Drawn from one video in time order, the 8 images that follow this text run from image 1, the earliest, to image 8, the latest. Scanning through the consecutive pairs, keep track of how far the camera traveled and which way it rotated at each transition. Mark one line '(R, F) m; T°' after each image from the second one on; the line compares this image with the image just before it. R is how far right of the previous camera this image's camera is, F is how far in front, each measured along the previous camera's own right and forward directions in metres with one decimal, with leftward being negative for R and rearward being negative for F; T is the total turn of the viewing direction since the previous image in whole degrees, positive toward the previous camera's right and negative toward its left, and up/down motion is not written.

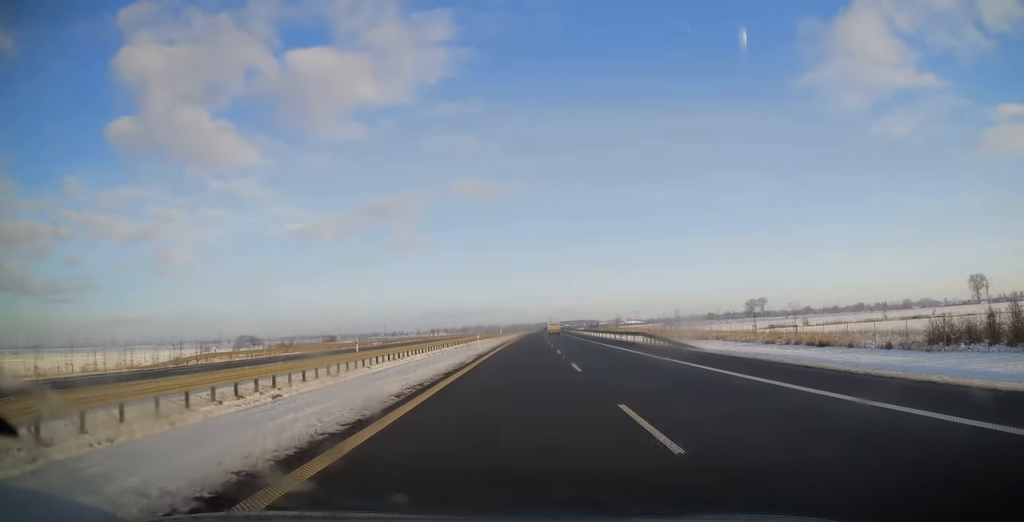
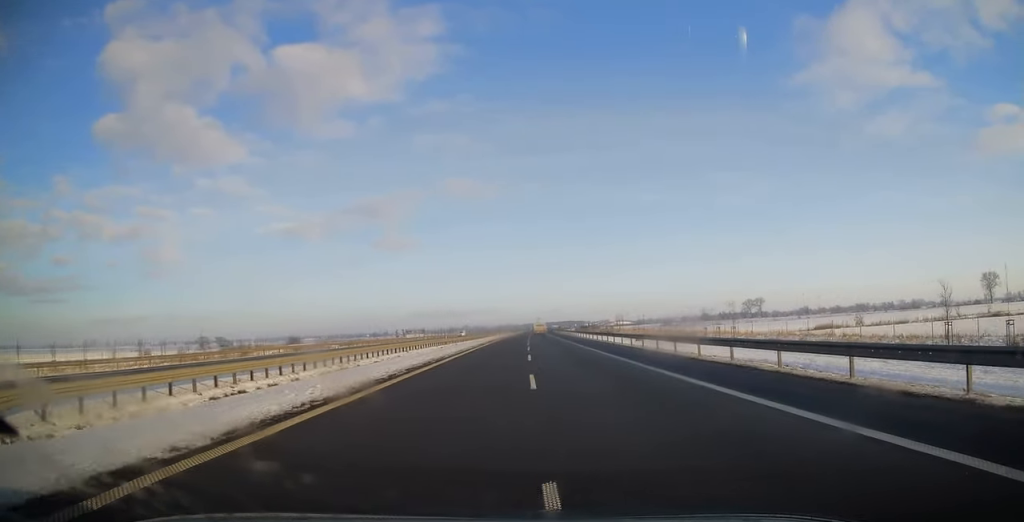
(+0.2, +41.0) m; +1°
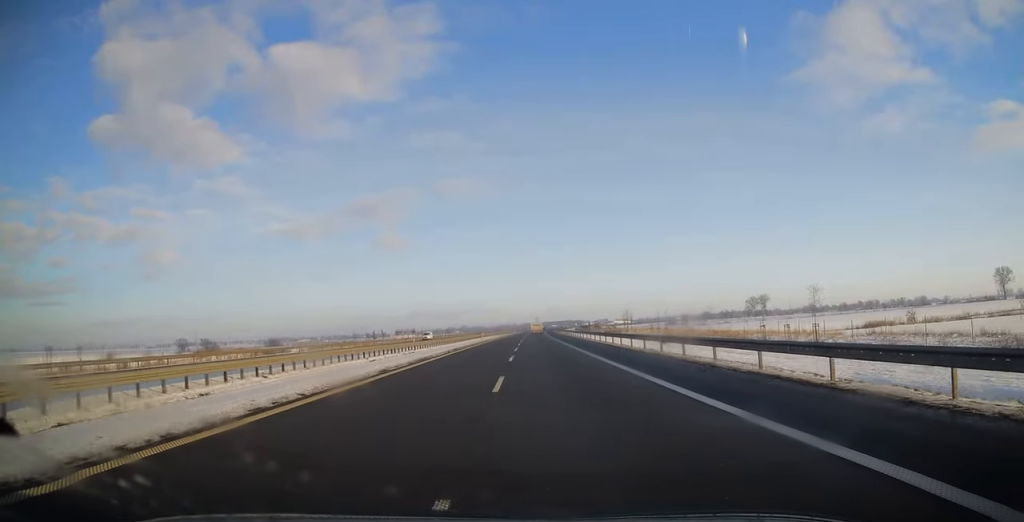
(+0.3, +24.5) m; 0°
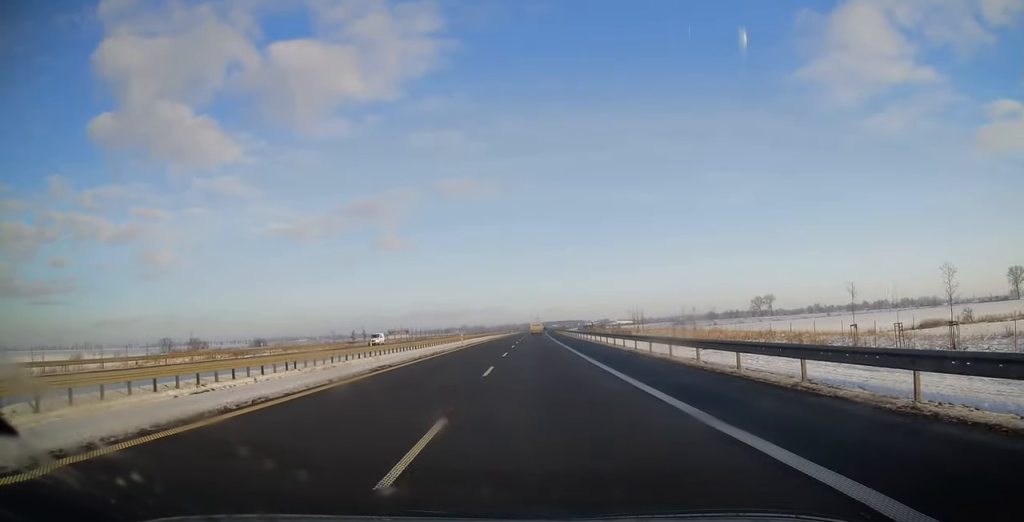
(-0.2, +19.7) m; 0°
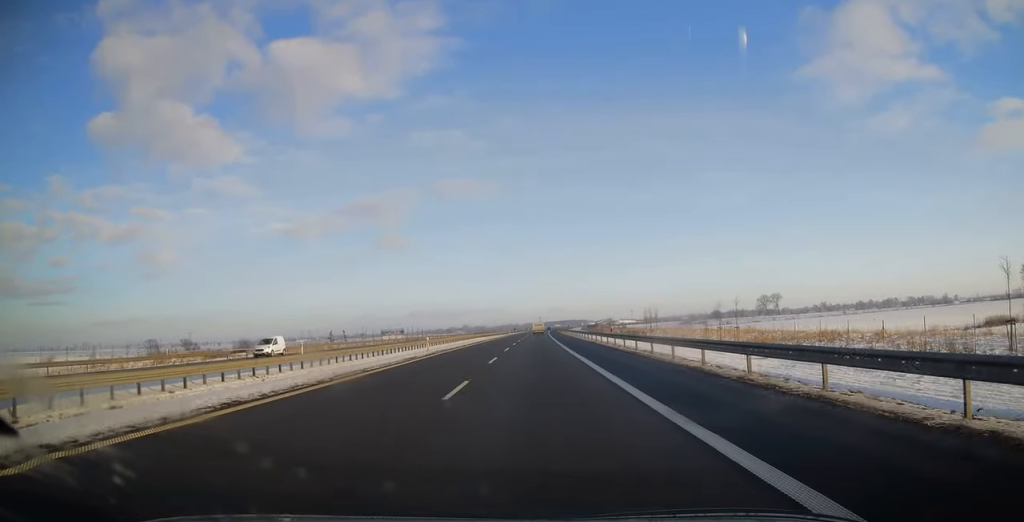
(-0.1, +17.6) m; 0°
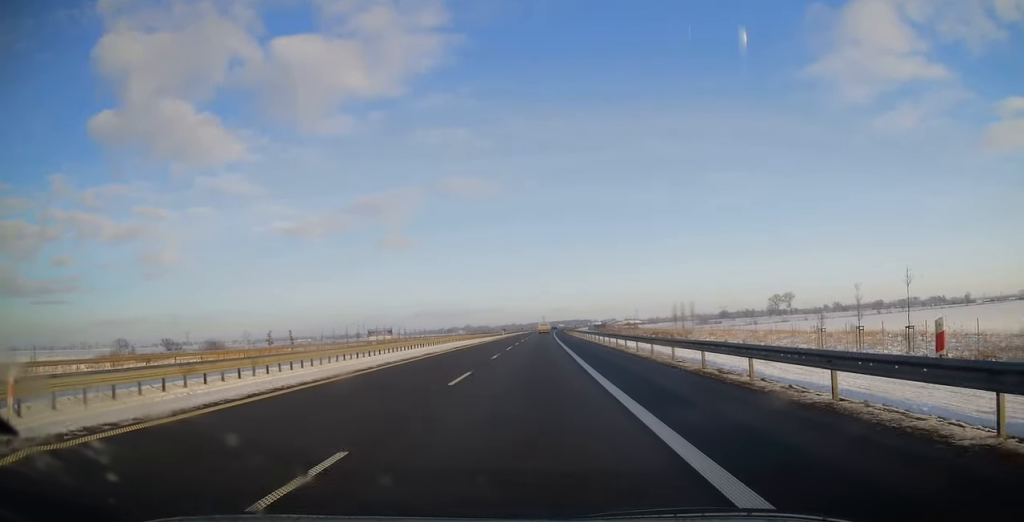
(+0.4, +33.0) m; 0°
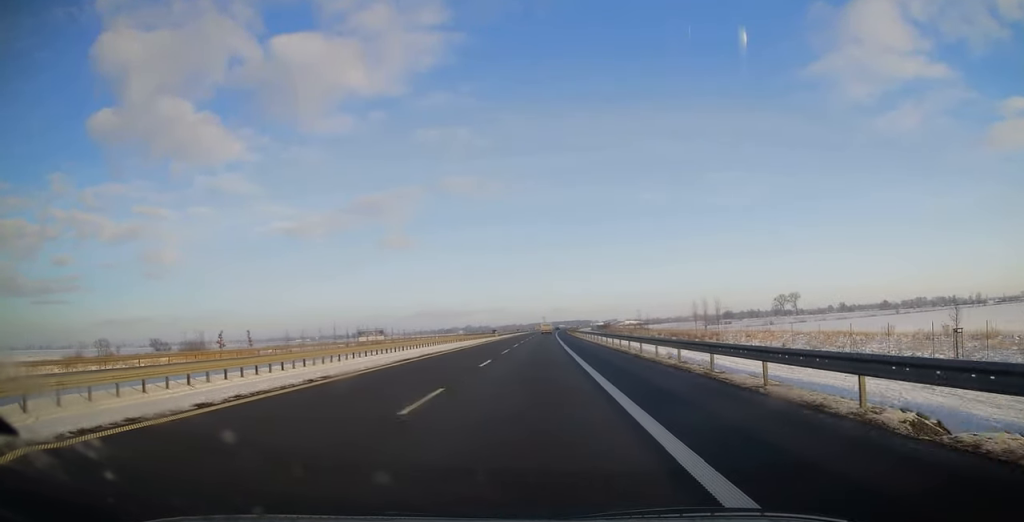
(-0.3, +17.0) m; 0°
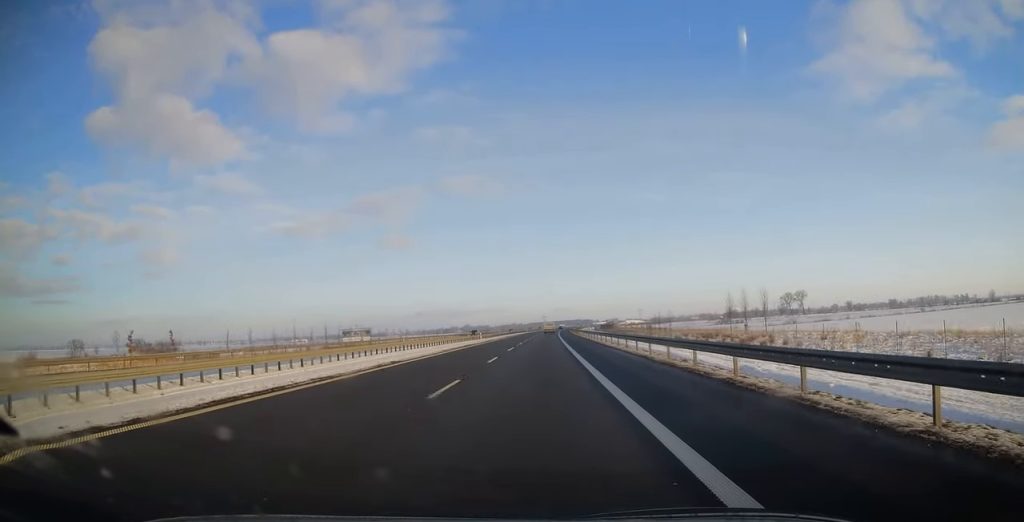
(0.0, +21.8) m; 0°
